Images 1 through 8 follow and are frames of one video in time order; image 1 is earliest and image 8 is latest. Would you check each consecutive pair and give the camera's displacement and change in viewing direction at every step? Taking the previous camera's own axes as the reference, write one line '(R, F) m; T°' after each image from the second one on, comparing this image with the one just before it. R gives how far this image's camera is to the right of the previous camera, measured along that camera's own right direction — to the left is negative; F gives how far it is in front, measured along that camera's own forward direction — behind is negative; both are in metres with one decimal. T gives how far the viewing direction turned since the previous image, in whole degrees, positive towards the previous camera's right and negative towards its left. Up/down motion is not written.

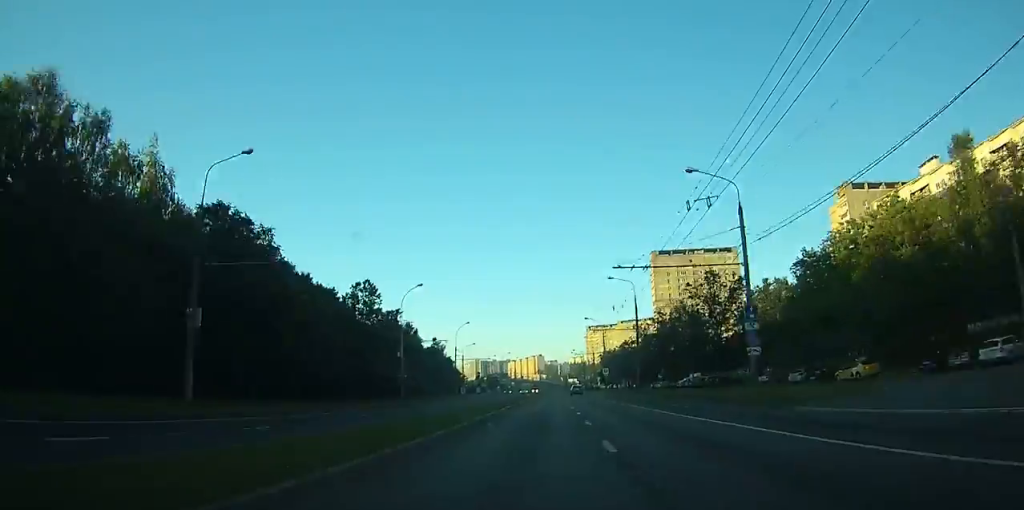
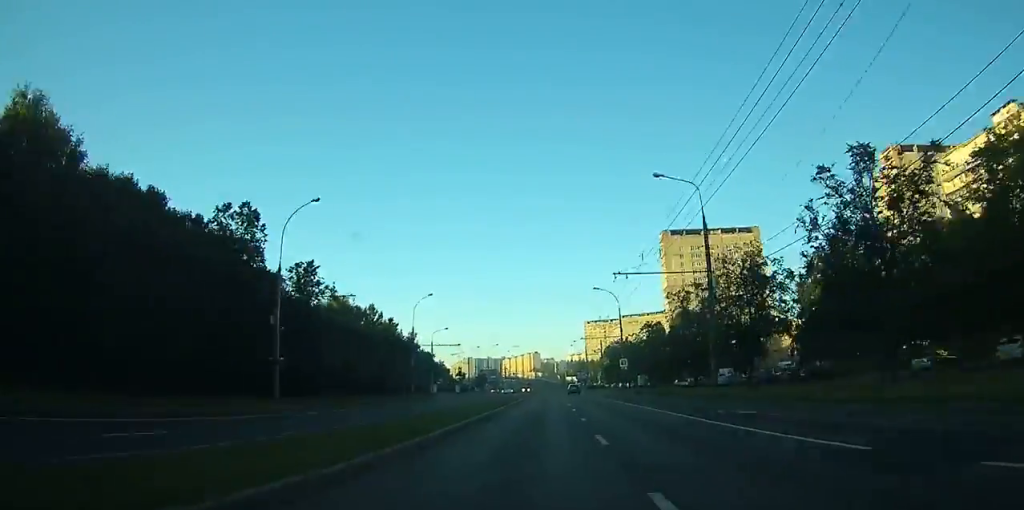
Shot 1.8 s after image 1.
(-0.1, +29.9) m; 0°
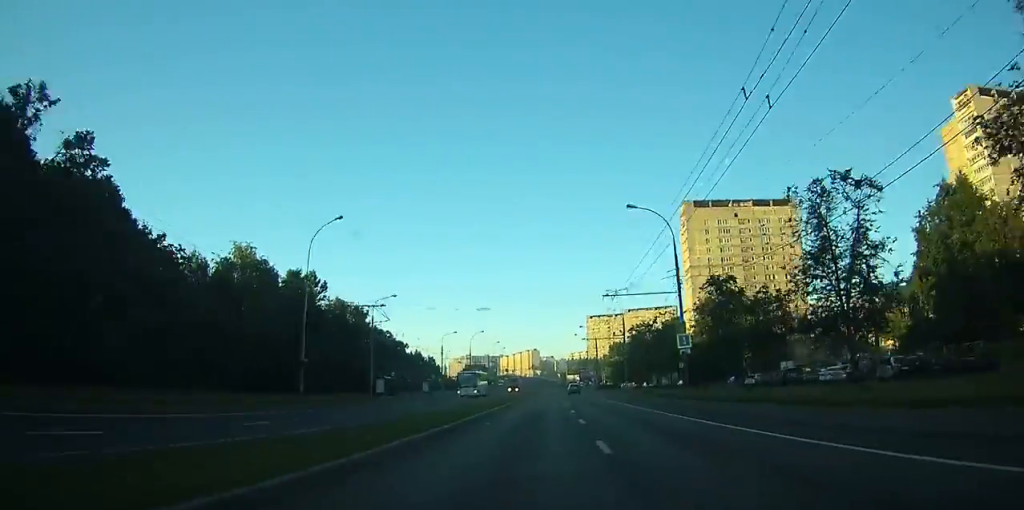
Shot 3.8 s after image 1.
(+0.1, +33.2) m; 0°
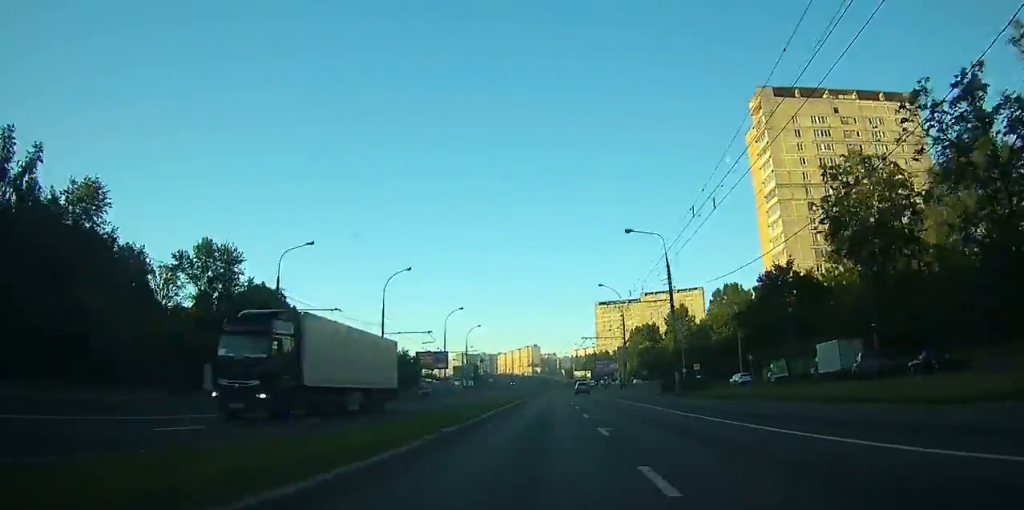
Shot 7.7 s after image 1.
(-0.2, +66.5) m; 0°
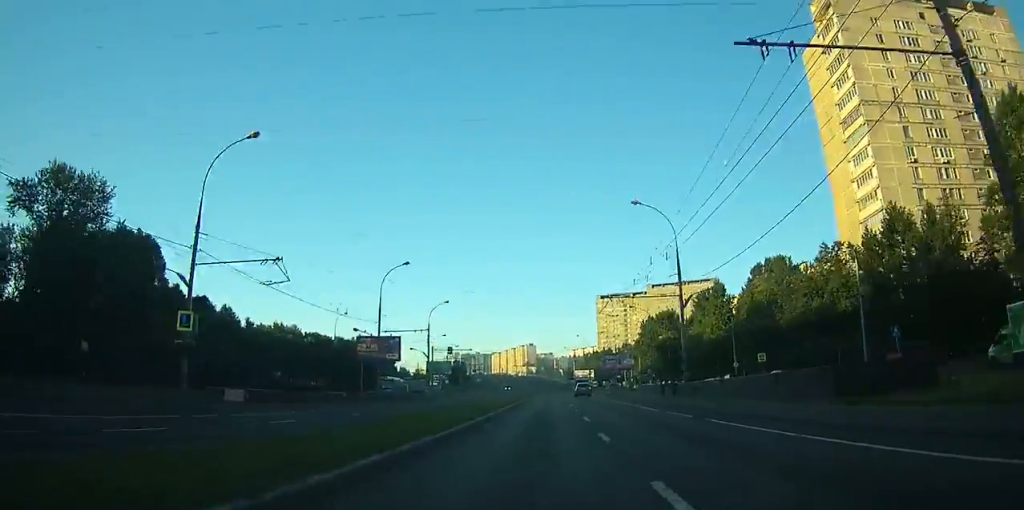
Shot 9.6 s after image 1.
(+0.1, +31.5) m; 0°
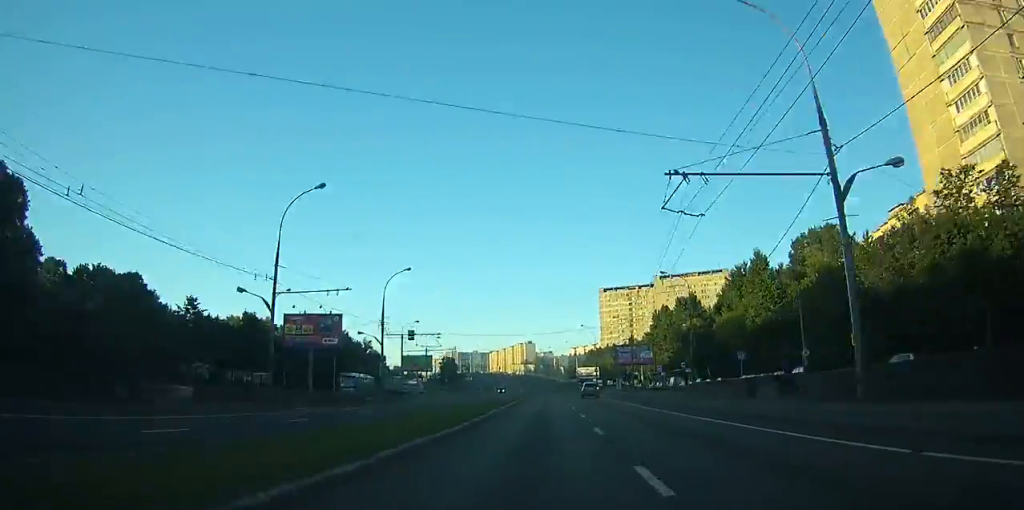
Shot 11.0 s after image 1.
(0.0, +22.8) m; 0°
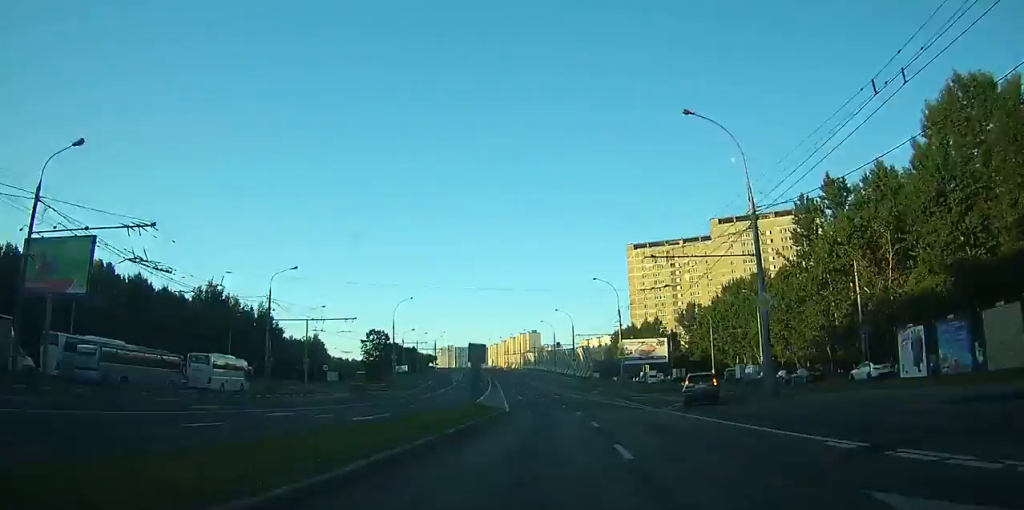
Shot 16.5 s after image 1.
(-0.2, +93.8) m; -2°
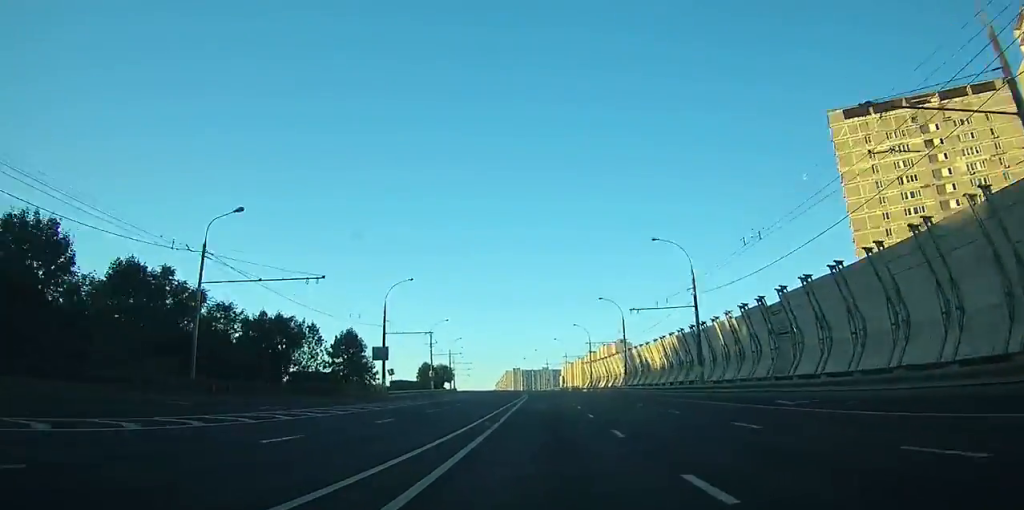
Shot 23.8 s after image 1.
(-7.8, +128.5) m; -6°
